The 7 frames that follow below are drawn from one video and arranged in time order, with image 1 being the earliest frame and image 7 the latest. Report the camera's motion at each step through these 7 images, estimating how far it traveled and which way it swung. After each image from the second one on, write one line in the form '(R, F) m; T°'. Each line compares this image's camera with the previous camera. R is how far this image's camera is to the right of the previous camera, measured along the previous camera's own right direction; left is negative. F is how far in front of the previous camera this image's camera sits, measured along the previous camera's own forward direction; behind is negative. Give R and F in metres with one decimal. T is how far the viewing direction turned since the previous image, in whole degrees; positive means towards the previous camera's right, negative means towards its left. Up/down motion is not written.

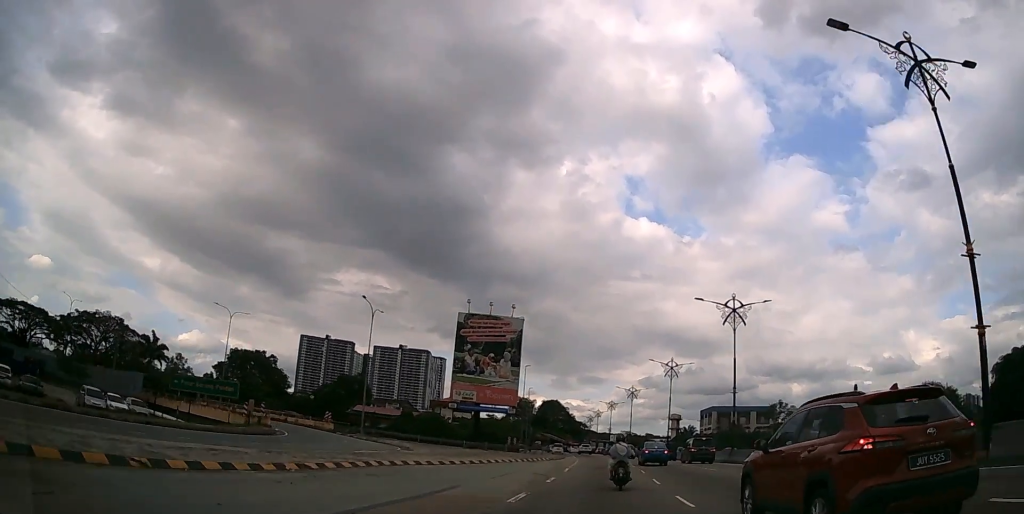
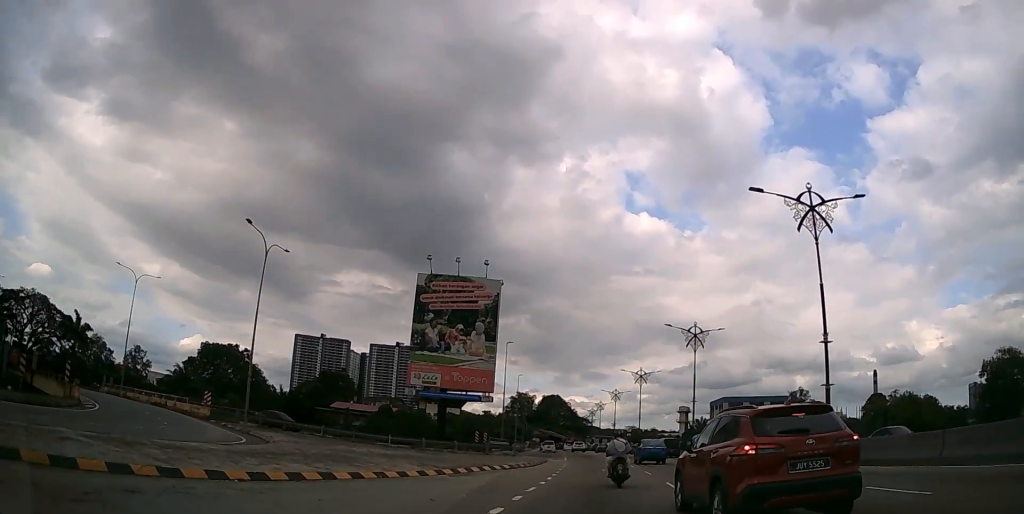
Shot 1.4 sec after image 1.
(+0.1, +18.0) m; 0°
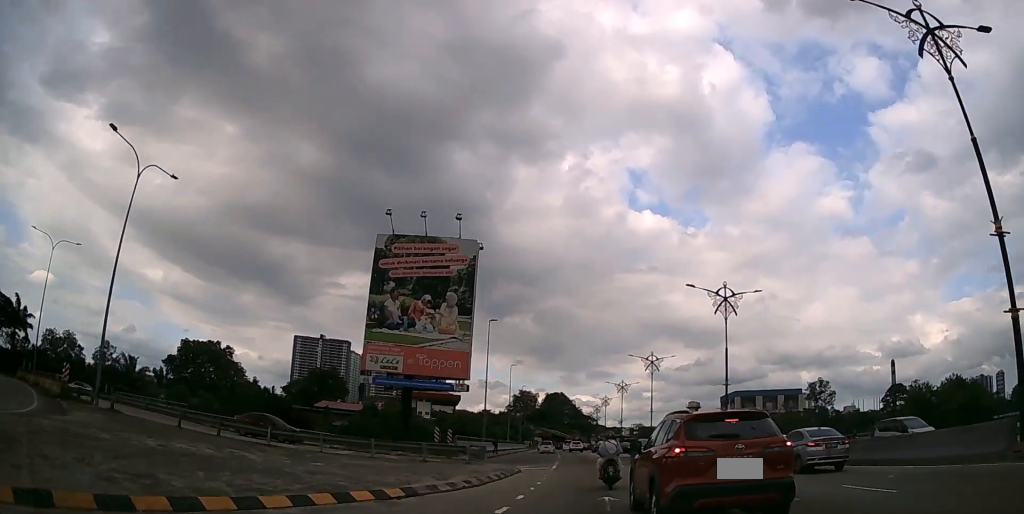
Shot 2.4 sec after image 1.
(-0.1, +13.2) m; -1°
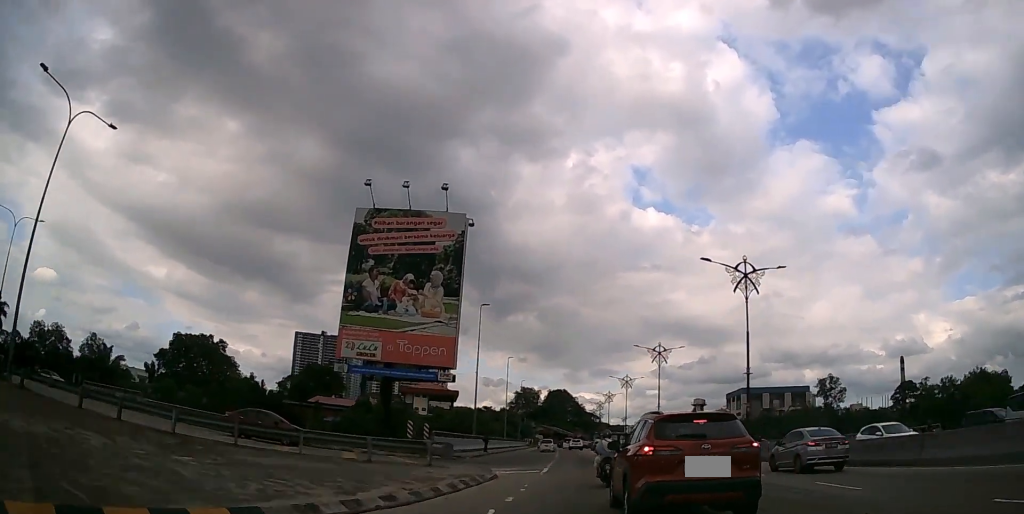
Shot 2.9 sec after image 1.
(0.0, +5.6) m; 0°
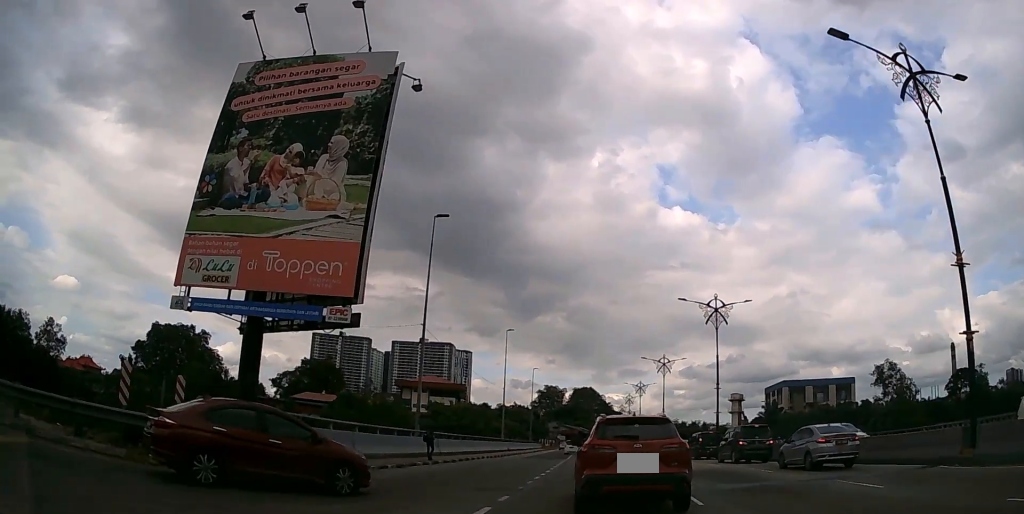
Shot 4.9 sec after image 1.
(-0.5, +21.3) m; -3°
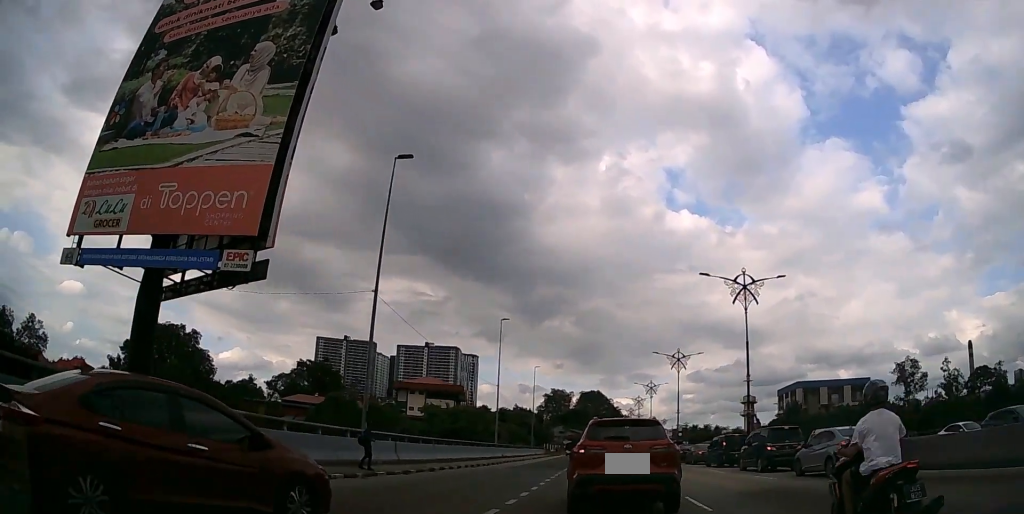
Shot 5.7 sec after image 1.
(-0.1, +7.8) m; -1°
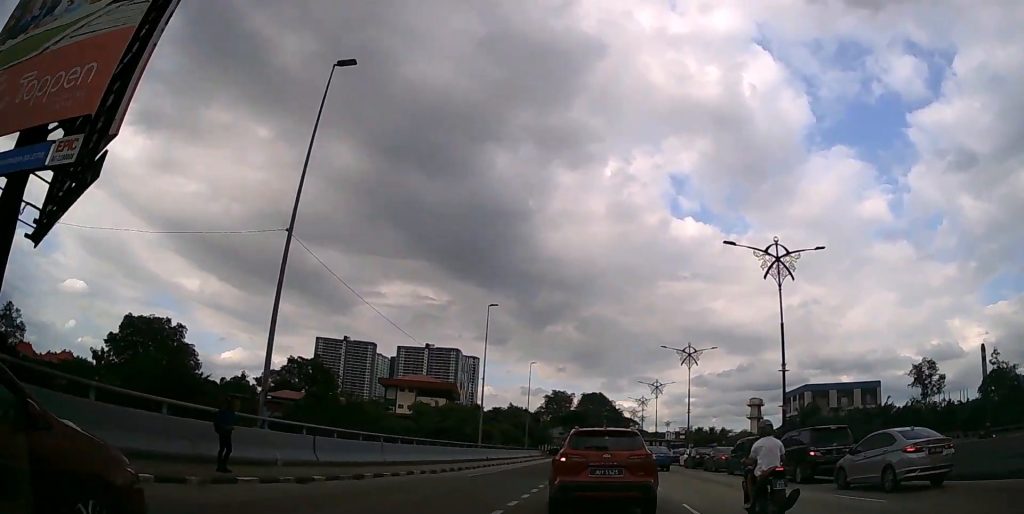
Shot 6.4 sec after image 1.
(0.0, +7.3) m; 0°
